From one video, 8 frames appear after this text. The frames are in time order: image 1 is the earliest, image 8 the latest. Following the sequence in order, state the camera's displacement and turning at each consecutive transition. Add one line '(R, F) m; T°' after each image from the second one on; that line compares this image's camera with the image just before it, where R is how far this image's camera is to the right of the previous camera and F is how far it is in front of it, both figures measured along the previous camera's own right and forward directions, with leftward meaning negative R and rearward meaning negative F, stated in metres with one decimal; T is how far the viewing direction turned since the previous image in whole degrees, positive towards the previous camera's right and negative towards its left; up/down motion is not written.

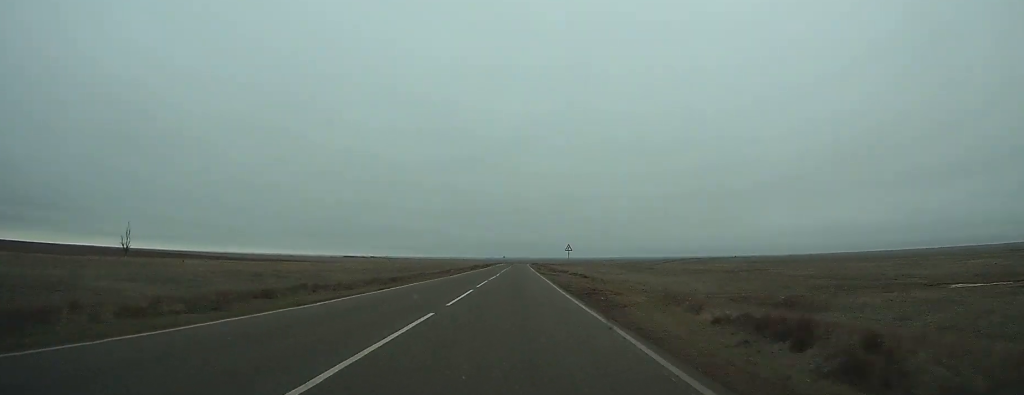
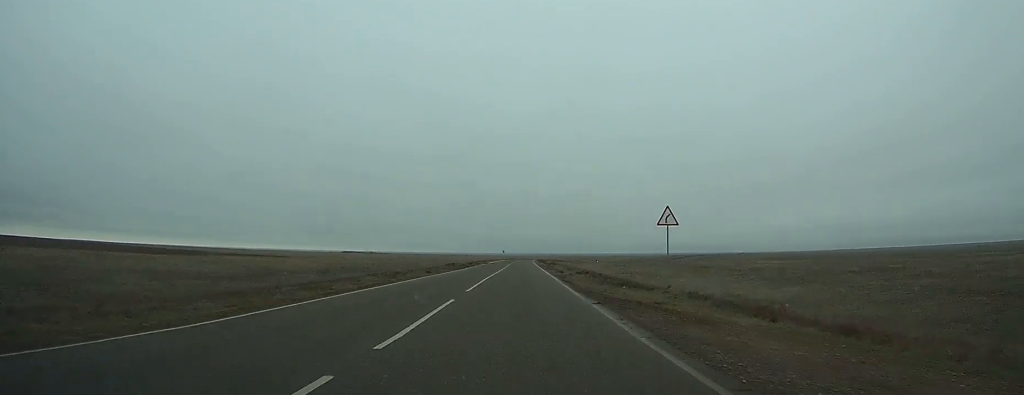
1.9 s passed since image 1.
(+0.1, +45.0) m; 0°
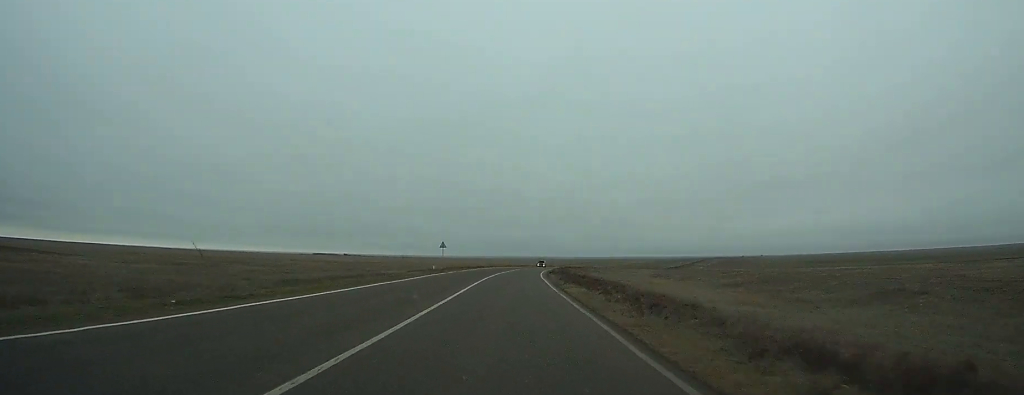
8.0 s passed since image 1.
(+1.5, +136.1) m; +2°
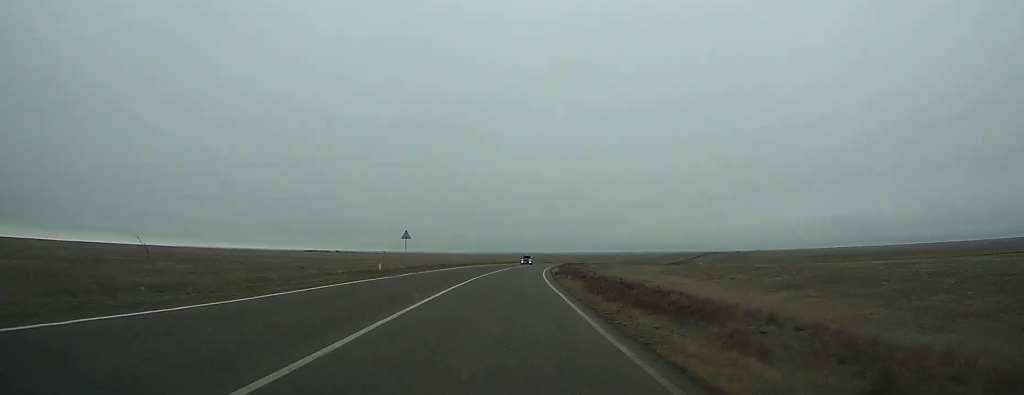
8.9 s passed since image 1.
(+0.1, +20.3) m; +1°
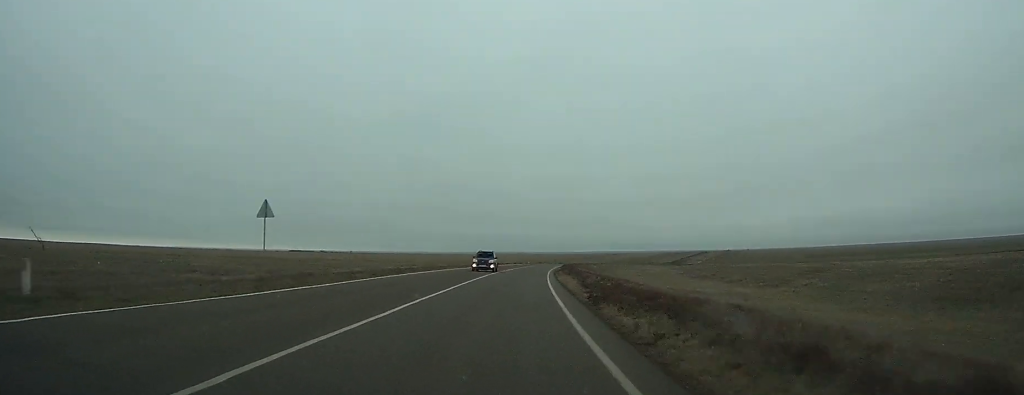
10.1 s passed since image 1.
(0.0, +28.1) m; +1°
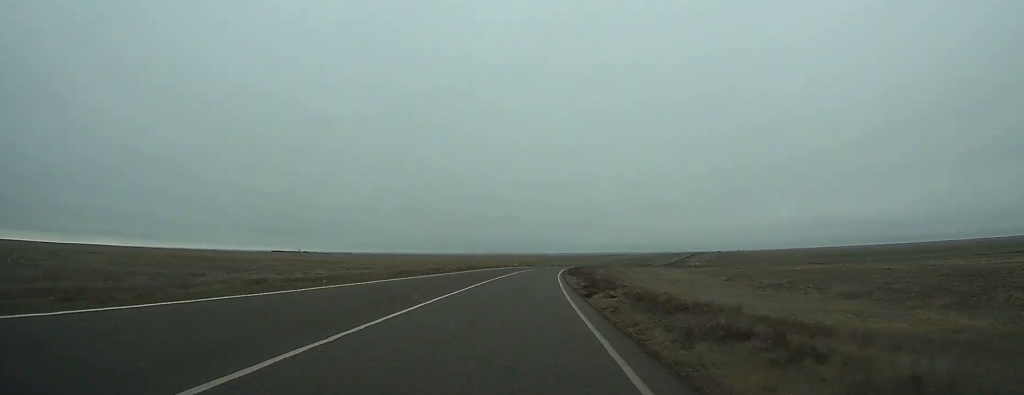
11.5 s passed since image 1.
(+0.4, +34.0) m; +2°
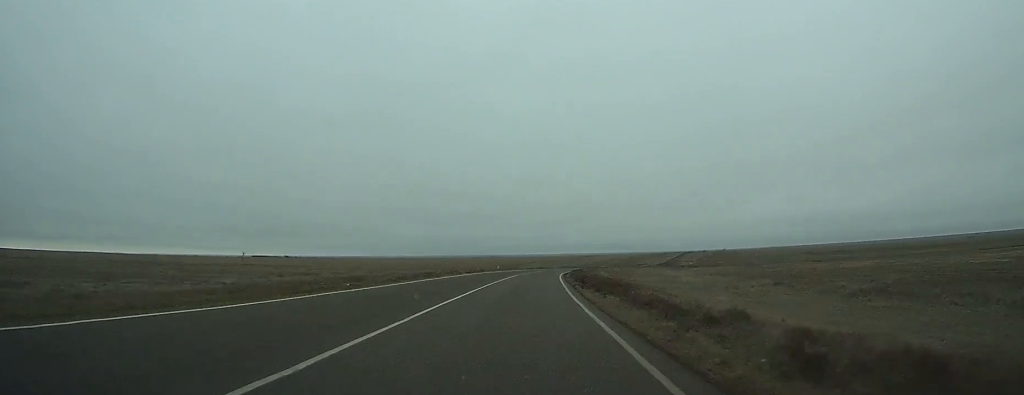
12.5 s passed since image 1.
(+0.3, +22.5) m; +1°
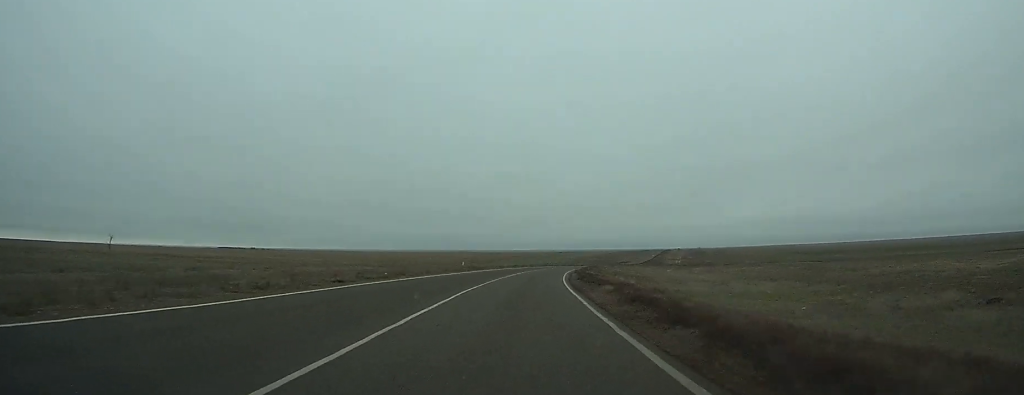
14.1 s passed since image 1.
(+0.6, +35.4) m; +3°
